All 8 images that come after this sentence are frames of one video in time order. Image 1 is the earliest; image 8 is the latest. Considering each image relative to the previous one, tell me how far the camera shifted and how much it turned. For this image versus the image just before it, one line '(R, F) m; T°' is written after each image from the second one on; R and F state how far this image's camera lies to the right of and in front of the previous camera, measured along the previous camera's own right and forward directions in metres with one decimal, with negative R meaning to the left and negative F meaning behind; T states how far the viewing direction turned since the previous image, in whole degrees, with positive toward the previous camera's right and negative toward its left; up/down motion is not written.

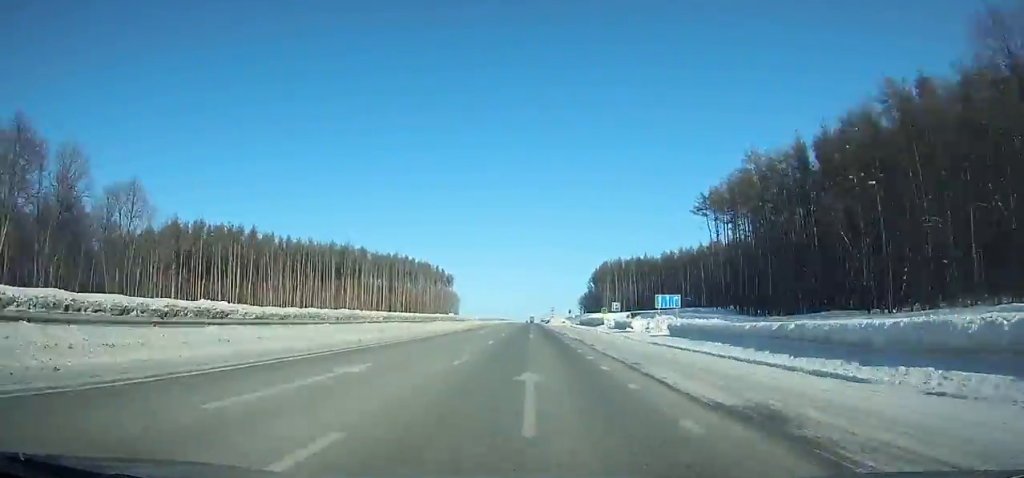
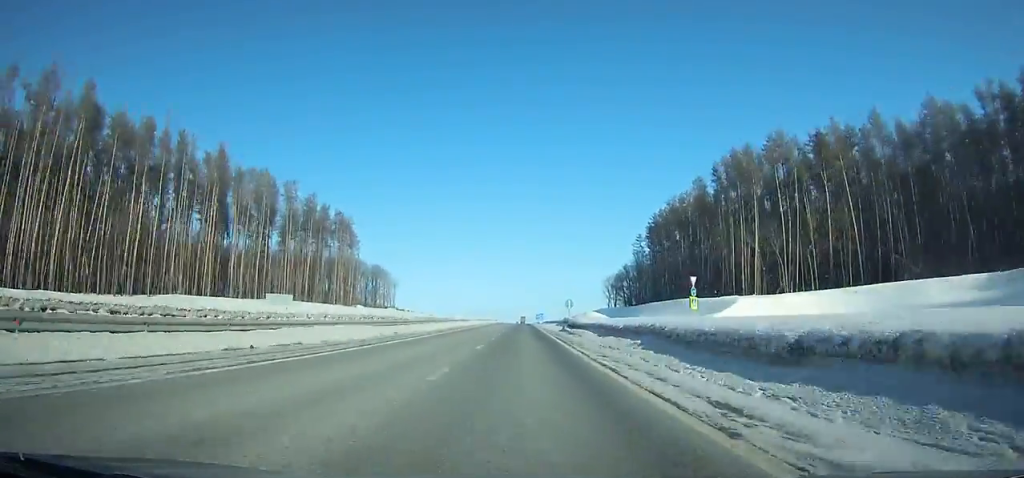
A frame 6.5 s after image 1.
(+0.8, +181.4) m; 0°
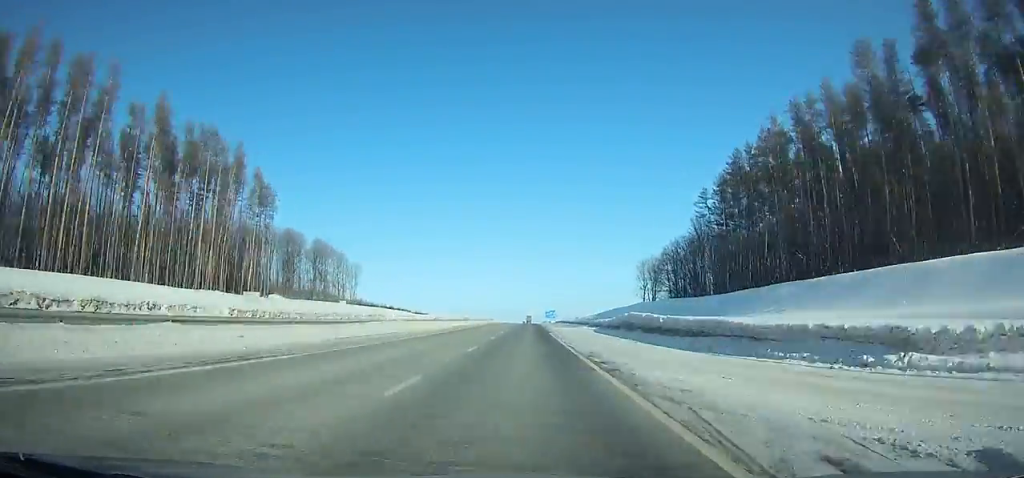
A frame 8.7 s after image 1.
(-0.1, +63.4) m; 0°
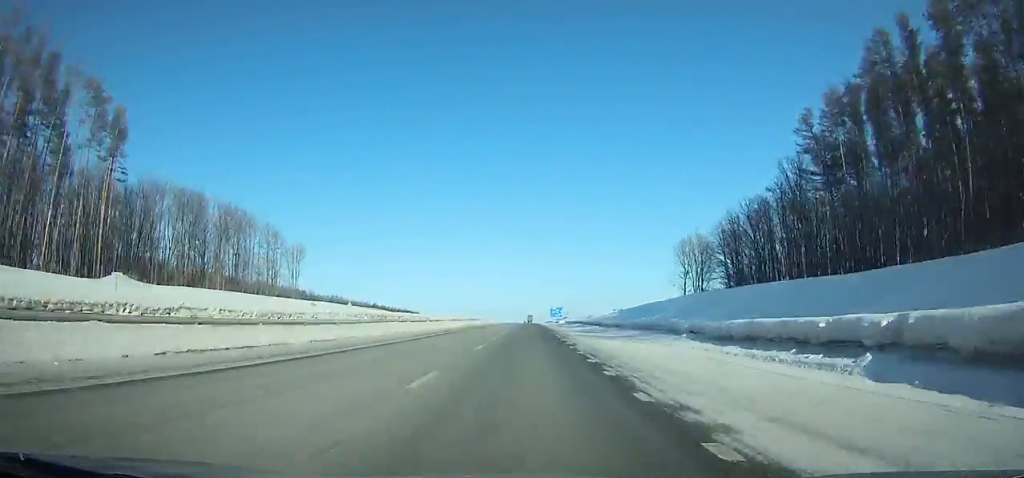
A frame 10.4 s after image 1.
(0.0, +48.9) m; 0°
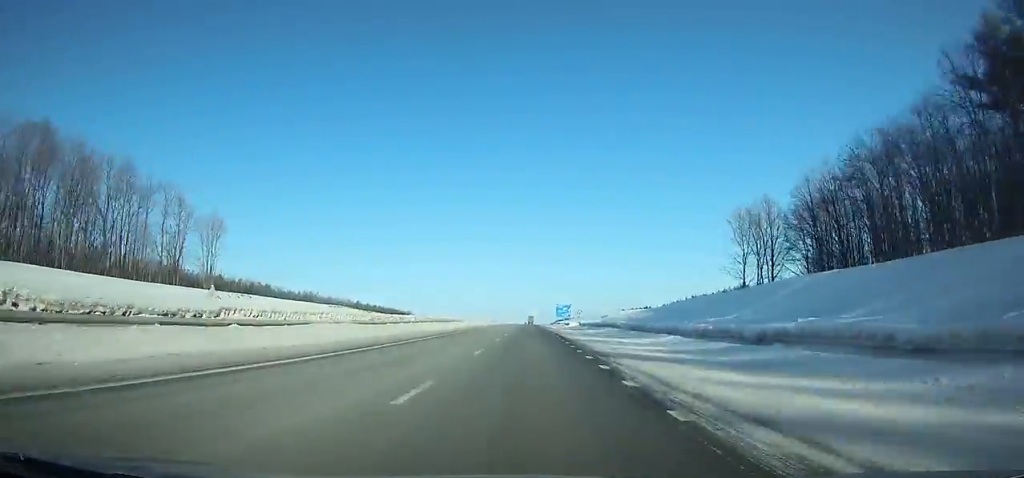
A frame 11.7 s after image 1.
(-0.2, +36.8) m; 0°
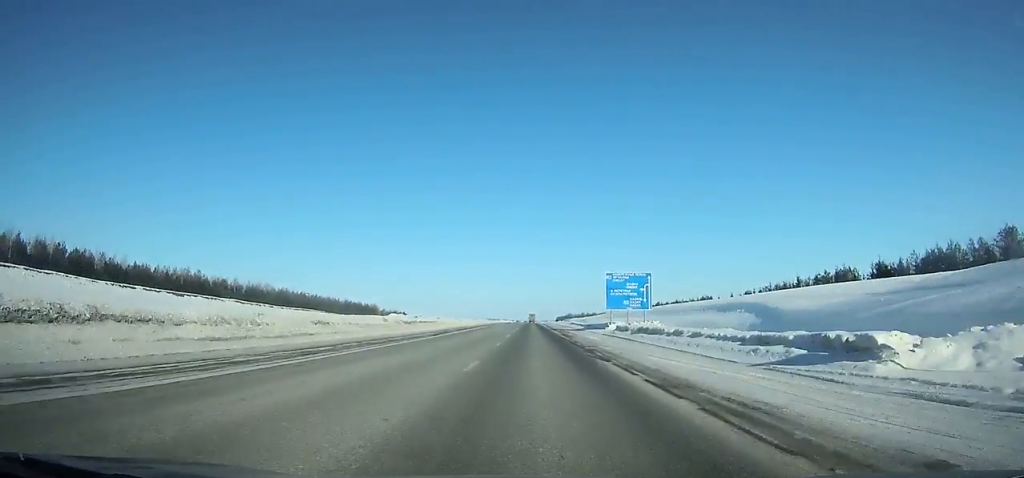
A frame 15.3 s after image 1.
(-0.2, +100.8) m; 0°
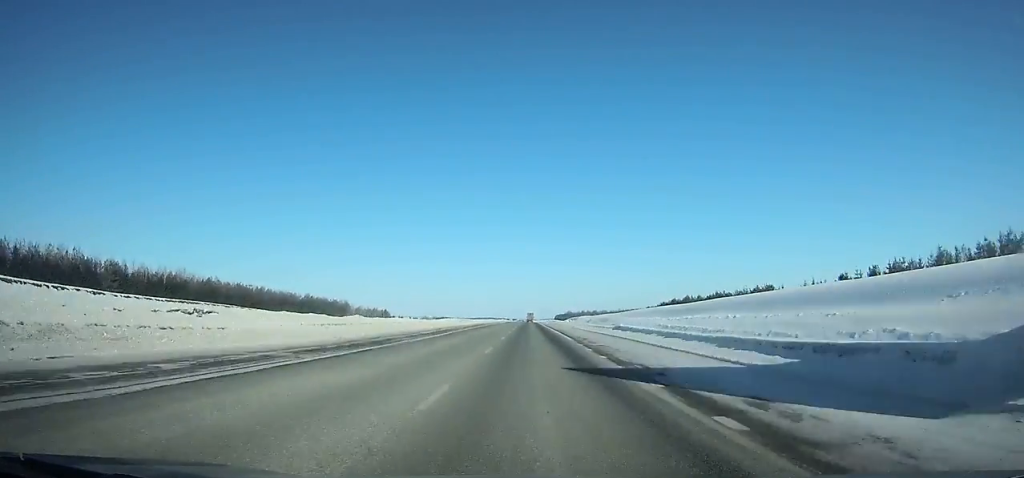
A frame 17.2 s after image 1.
(0.0, +52.7) m; 0°
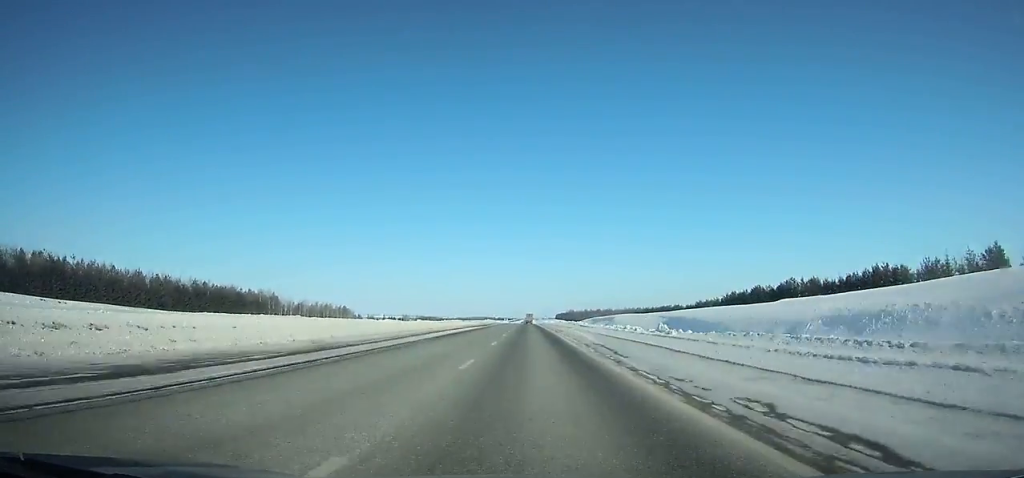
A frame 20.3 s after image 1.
(+0.1, +87.2) m; 0°
